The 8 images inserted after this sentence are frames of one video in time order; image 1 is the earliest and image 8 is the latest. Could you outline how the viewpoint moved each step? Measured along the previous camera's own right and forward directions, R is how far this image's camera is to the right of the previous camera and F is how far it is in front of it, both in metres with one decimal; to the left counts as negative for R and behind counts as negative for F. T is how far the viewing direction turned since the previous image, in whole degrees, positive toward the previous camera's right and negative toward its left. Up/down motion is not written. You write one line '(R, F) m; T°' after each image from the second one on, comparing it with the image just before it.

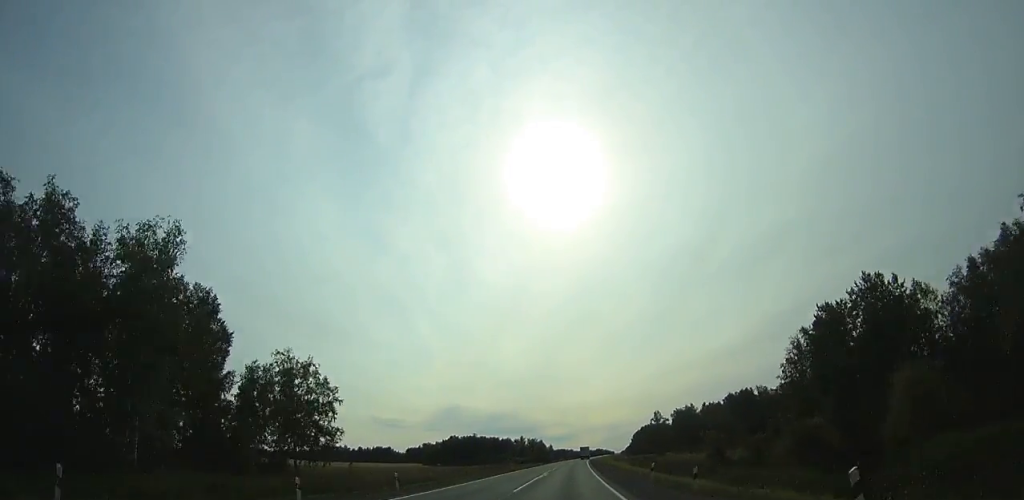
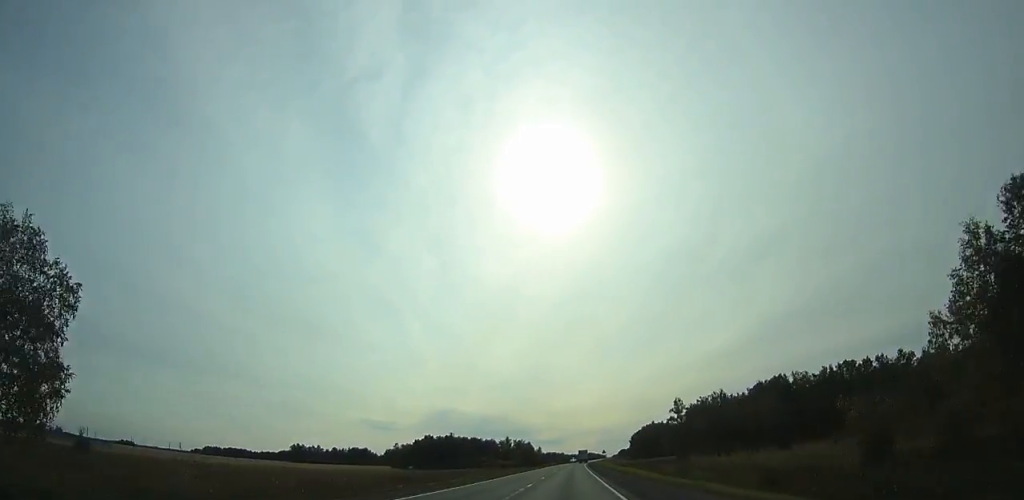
(0.0, +42.6) m; 0°
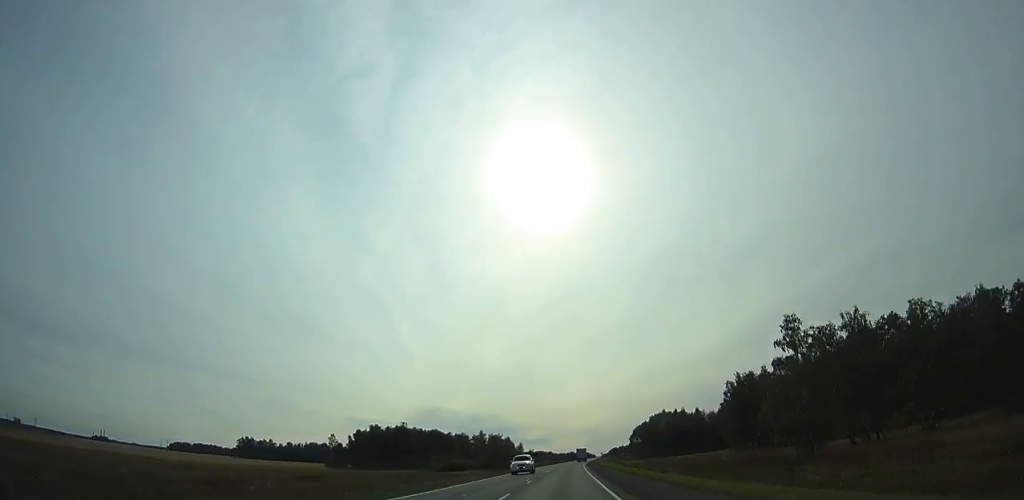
(0.0, +68.3) m; +2°
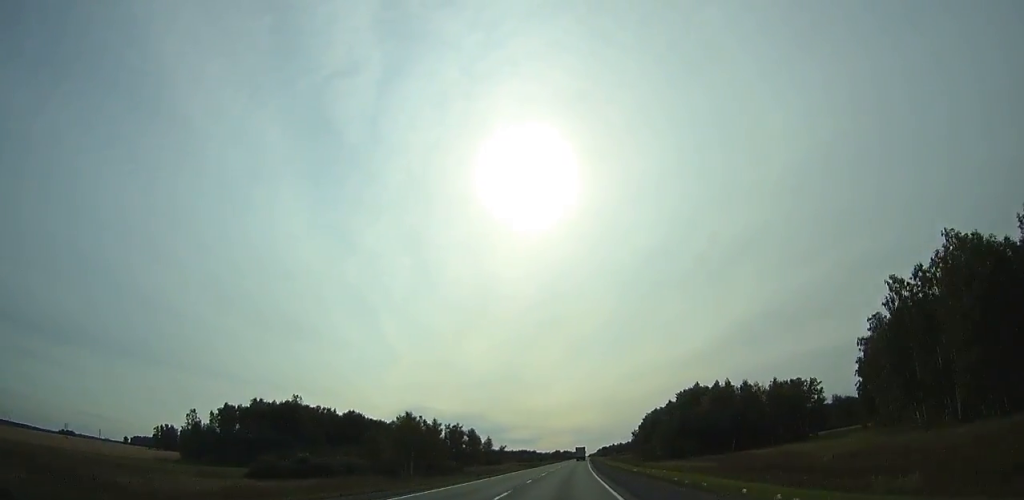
(+2.5, +86.0) m; +2°
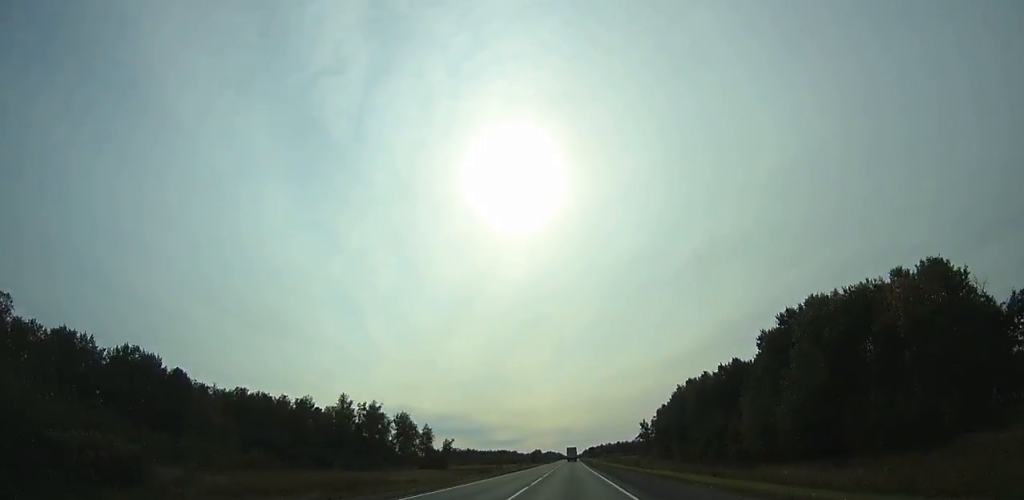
(+0.1, +86.0) m; 0°
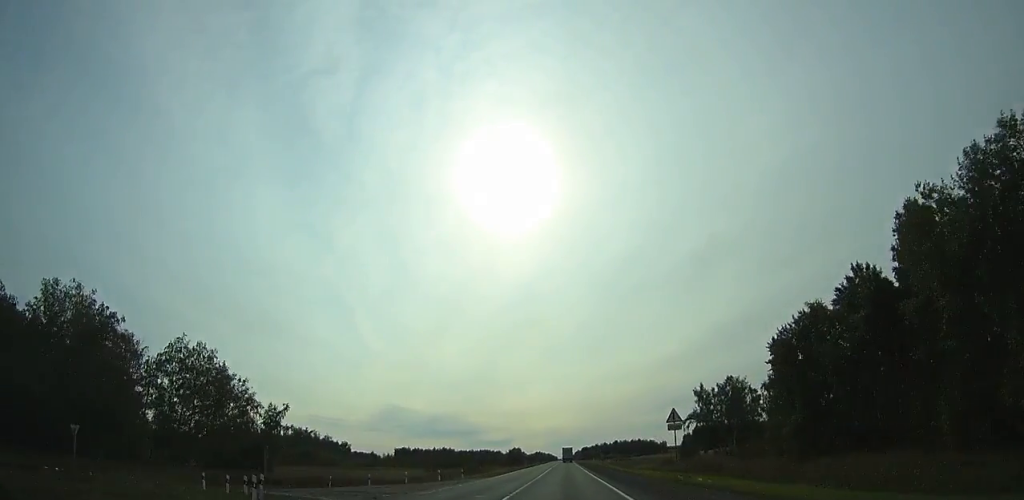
(+1.1, +96.2) m; +1°
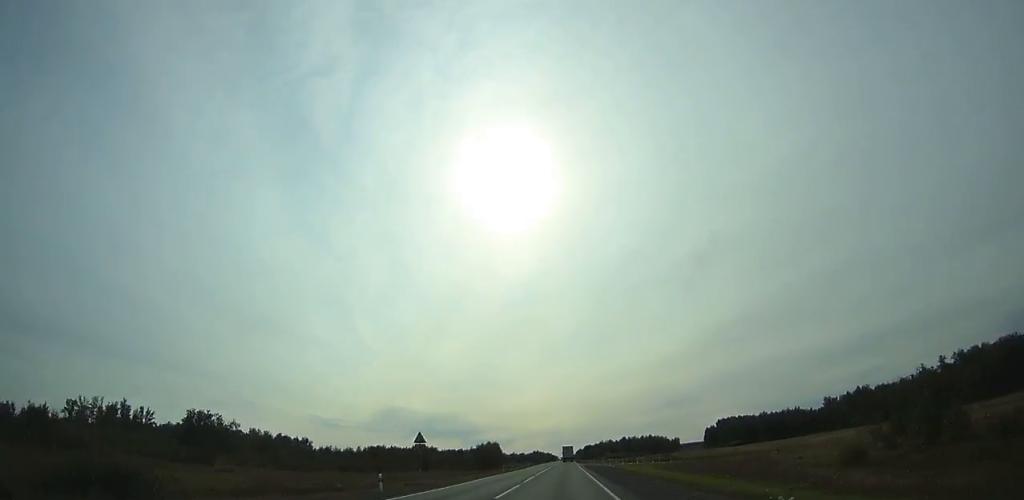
(+0.7, +88.9) m; 0°
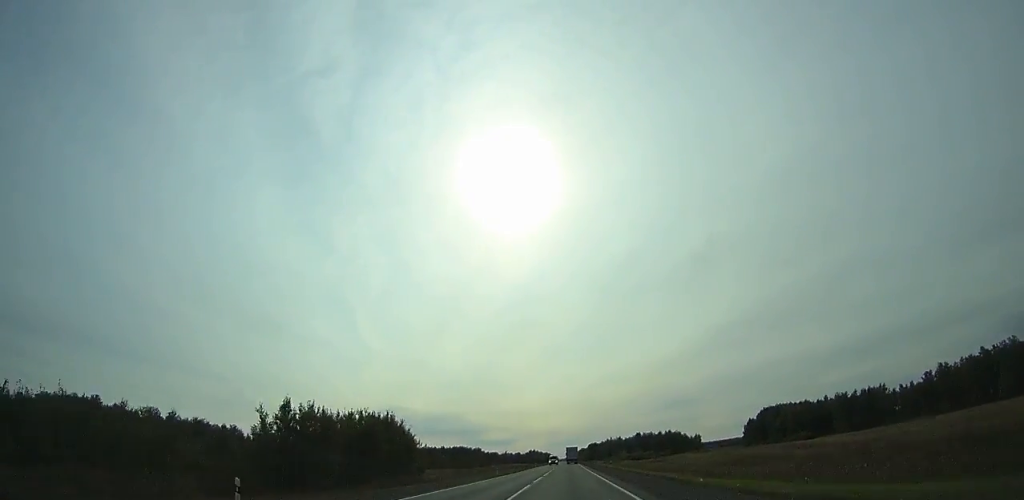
(-0.1, +112.3) m; 0°
